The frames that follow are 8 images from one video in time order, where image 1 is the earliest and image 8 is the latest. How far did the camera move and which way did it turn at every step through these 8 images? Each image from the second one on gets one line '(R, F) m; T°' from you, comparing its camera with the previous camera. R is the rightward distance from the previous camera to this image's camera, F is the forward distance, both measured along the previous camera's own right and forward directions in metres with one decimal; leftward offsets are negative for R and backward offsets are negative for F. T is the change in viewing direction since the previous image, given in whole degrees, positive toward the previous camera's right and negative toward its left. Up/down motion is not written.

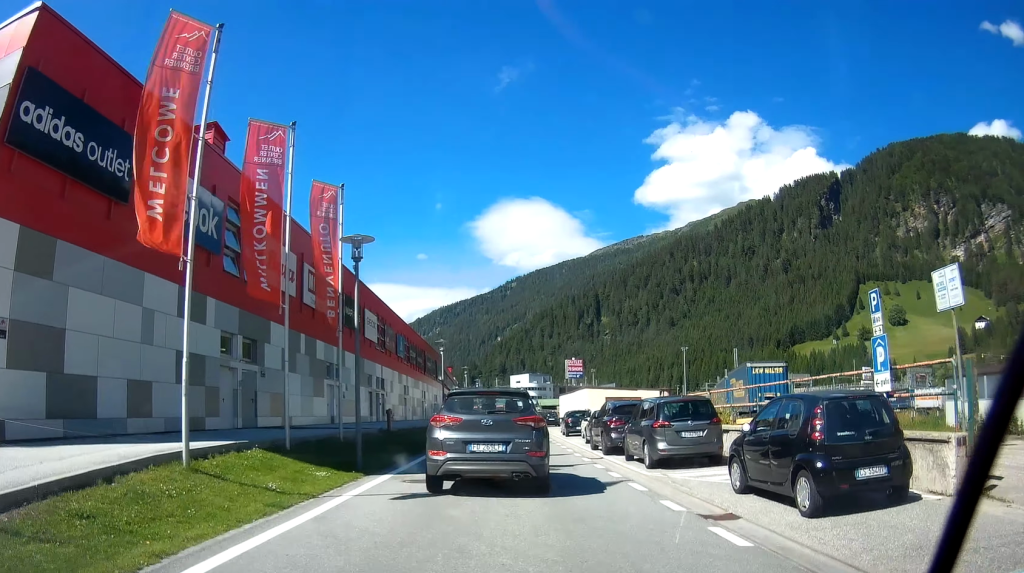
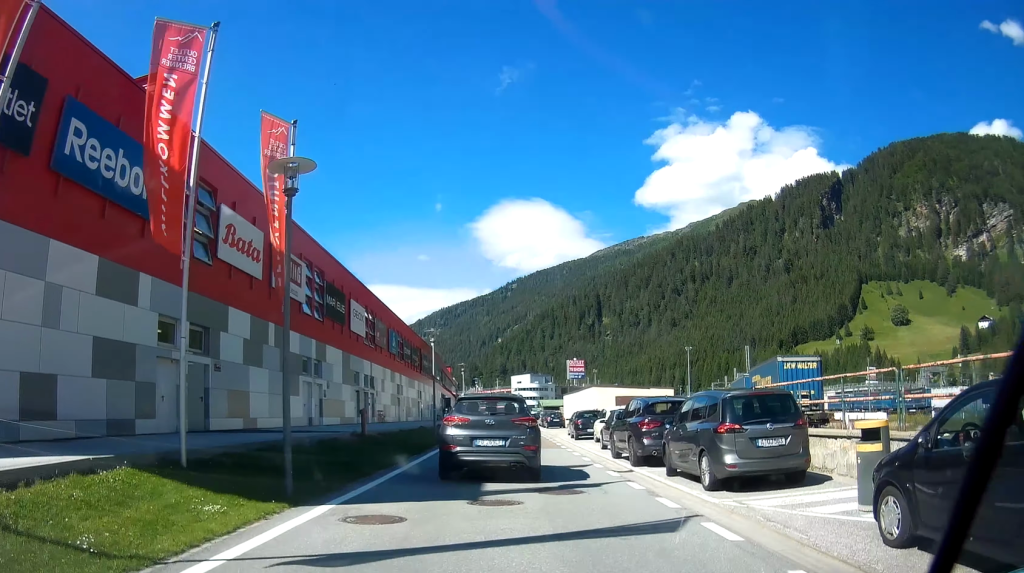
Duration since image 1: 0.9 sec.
(0.0, +4.7) m; -2°
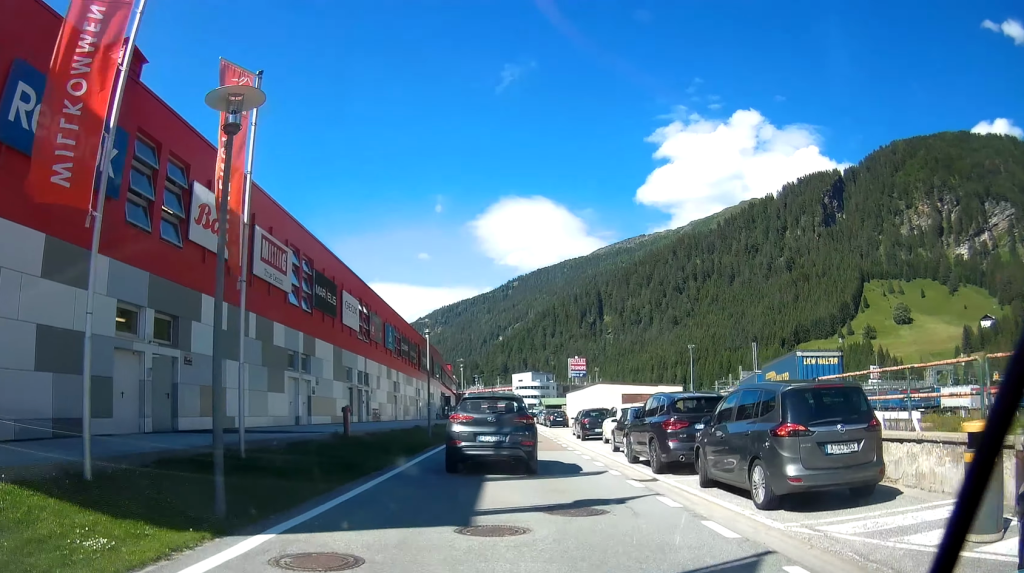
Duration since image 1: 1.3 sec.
(-0.1, +2.5) m; -1°
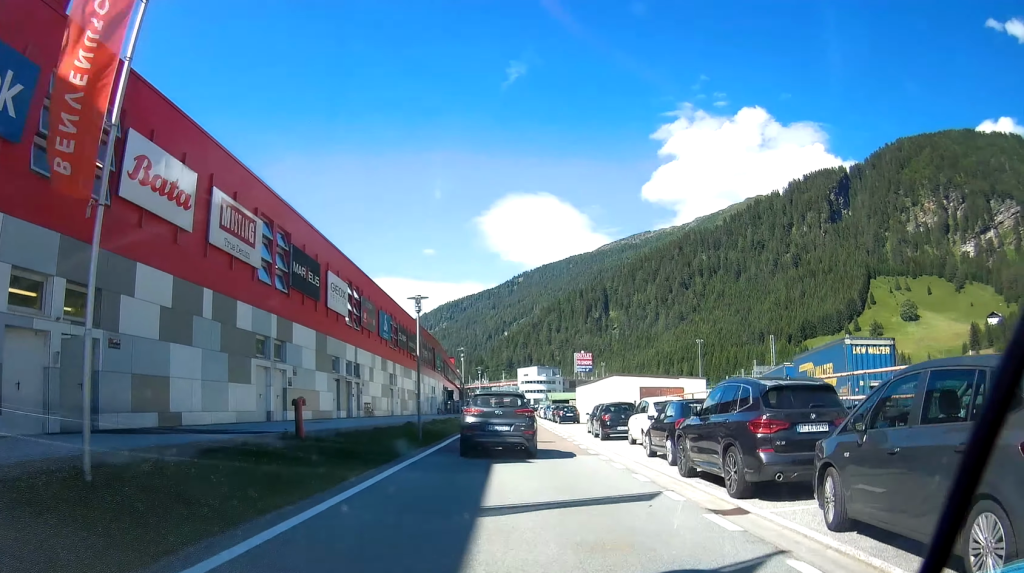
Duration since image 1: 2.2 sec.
(-0.1, +4.8) m; -2°
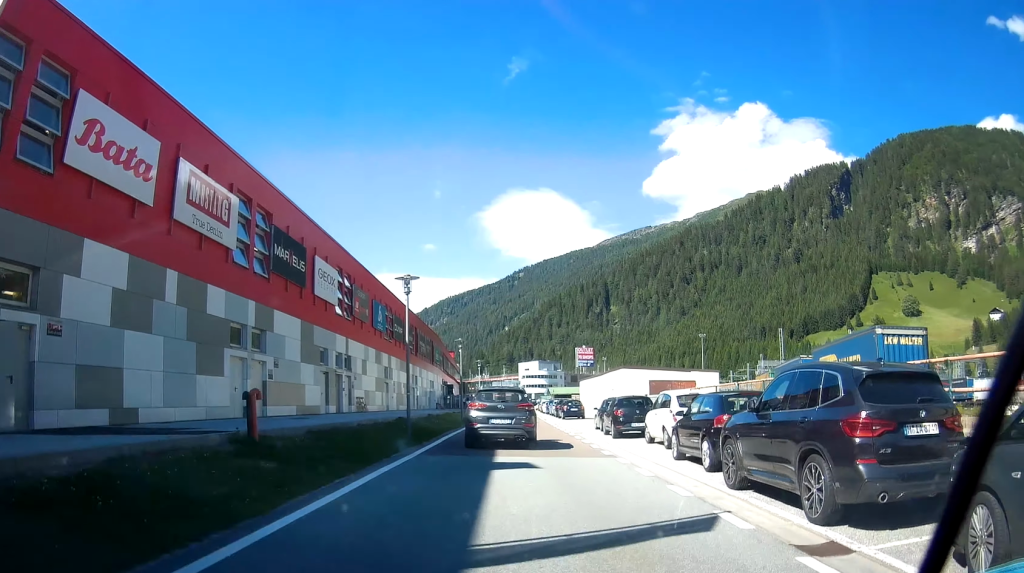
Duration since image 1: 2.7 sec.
(0.0, +2.5) m; 0°
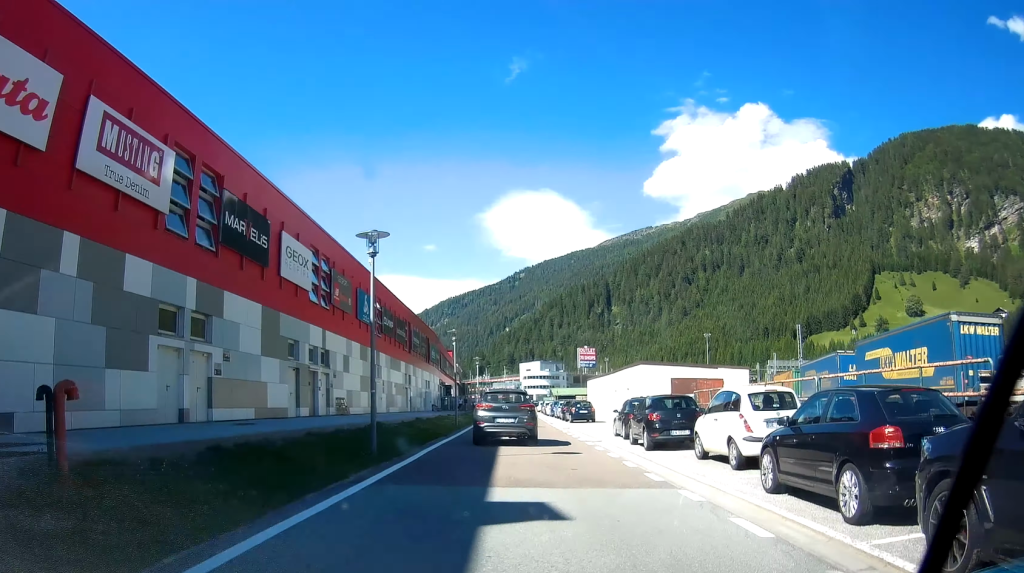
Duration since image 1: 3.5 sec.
(0.0, +4.8) m; 0°
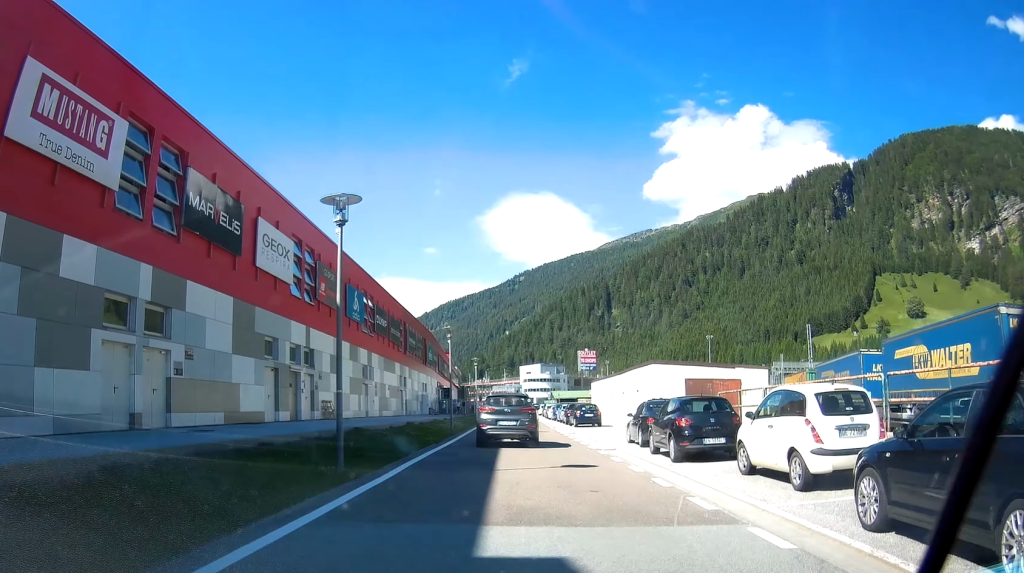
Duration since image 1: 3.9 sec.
(0.0, +2.5) m; 0°
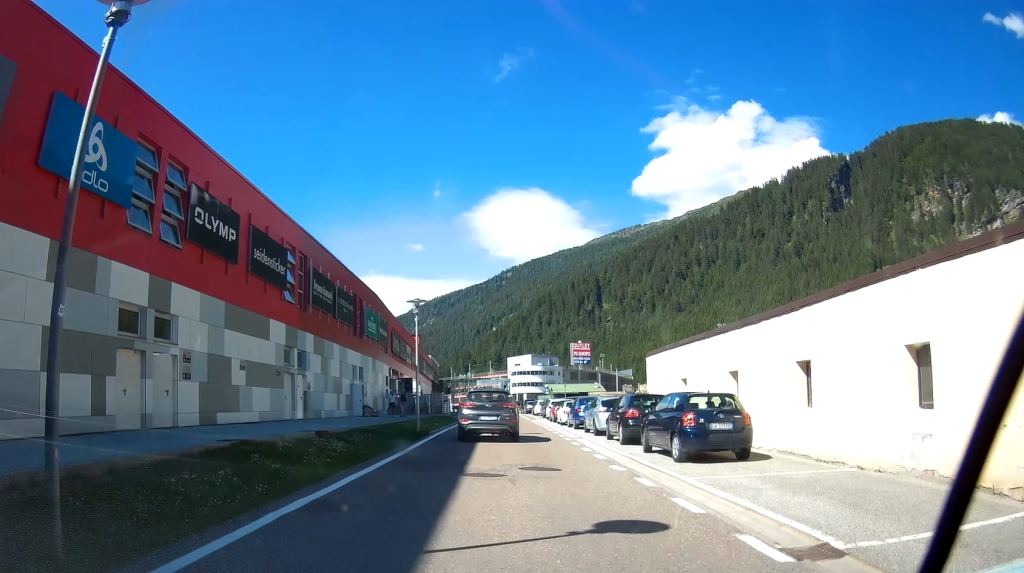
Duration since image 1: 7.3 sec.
(0.0, +23.7) m; 0°
